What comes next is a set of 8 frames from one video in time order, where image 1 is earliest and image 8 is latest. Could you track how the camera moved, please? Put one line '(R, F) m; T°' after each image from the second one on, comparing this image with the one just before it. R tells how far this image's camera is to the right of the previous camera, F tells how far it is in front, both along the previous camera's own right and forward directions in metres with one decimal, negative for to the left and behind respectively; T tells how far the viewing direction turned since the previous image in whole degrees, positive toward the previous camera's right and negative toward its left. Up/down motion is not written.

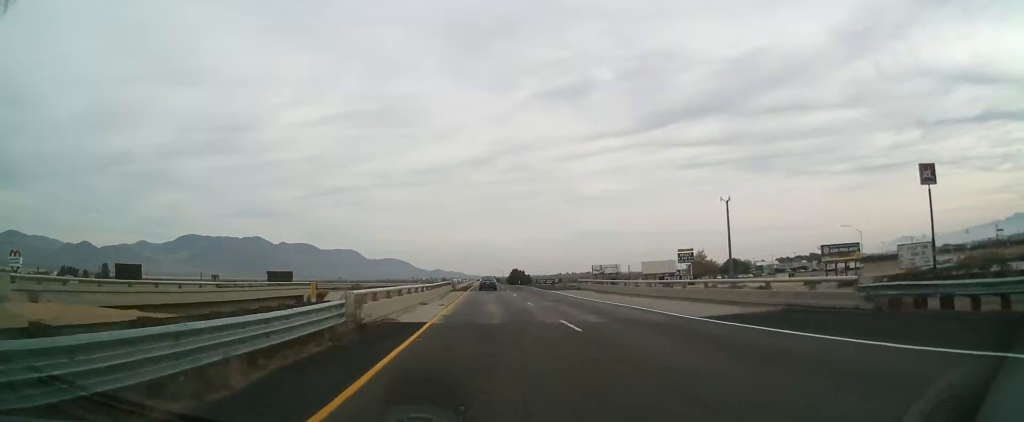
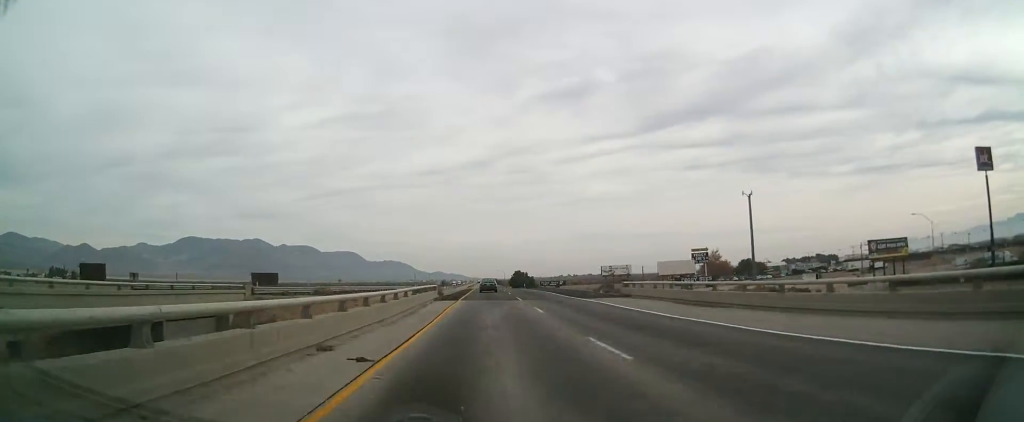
(0.0, +19.3) m; -1°
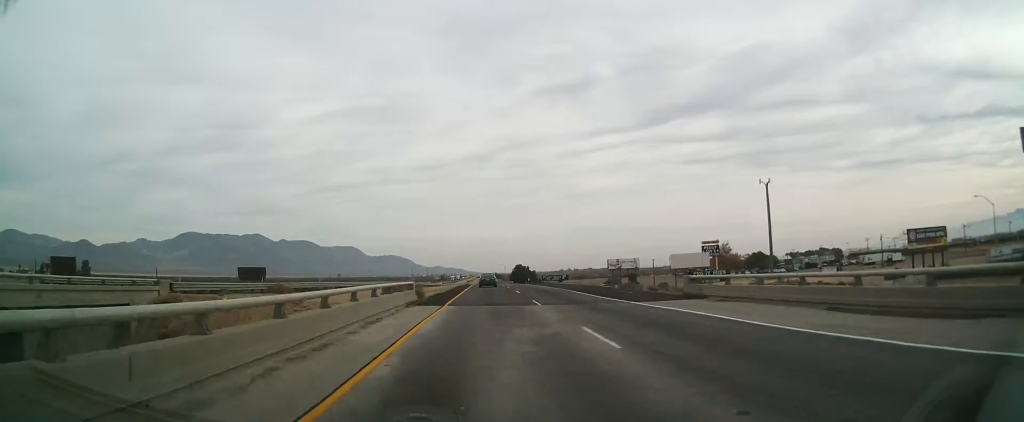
(+0.1, +13.6) m; 0°
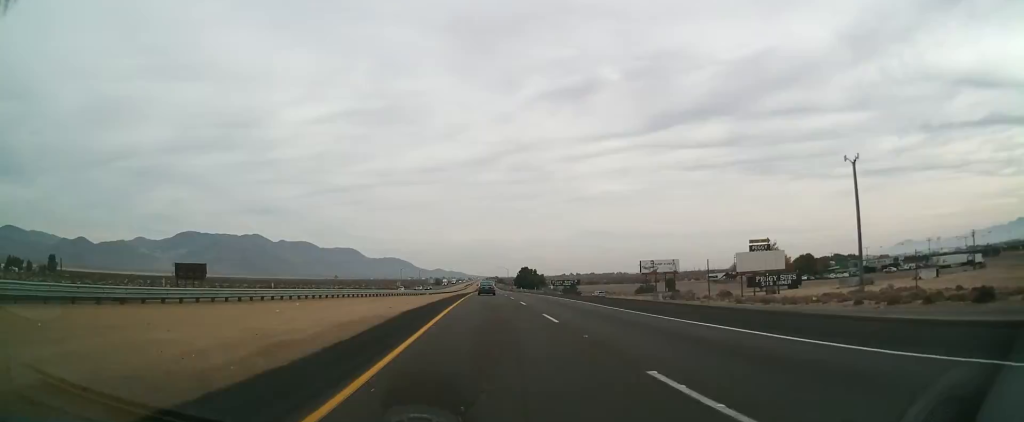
(-0.3, +50.2) m; 0°
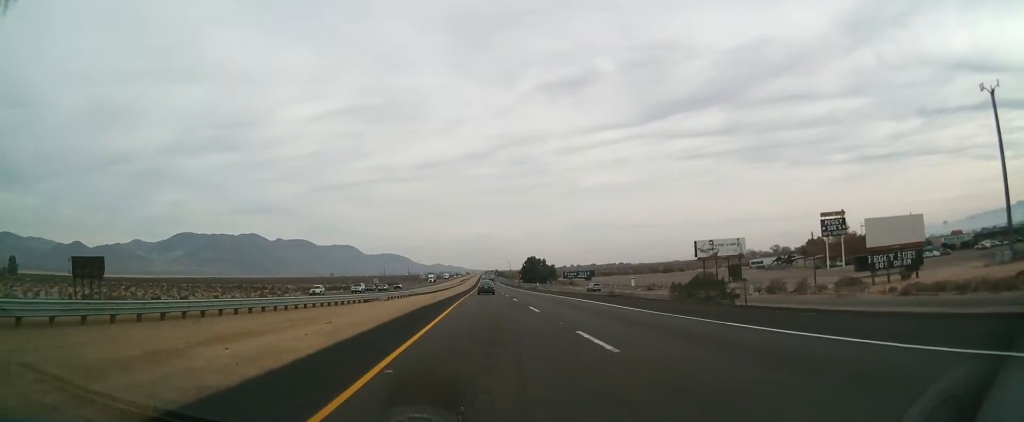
(+0.4, +52.1) m; 0°
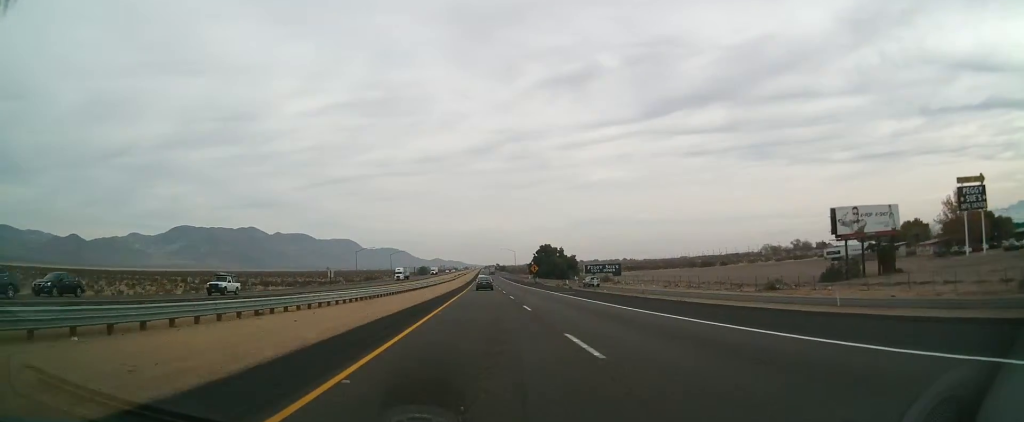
(+0.1, +58.9) m; 0°
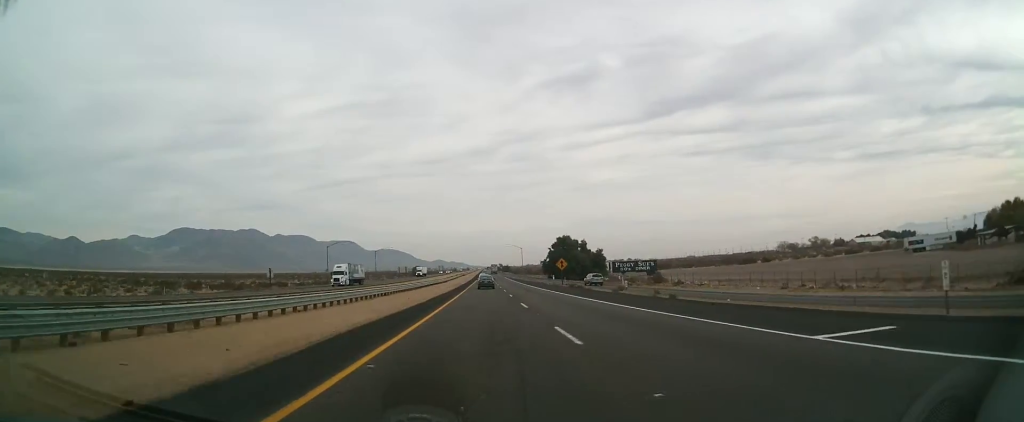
(0.0, +42.1) m; 0°
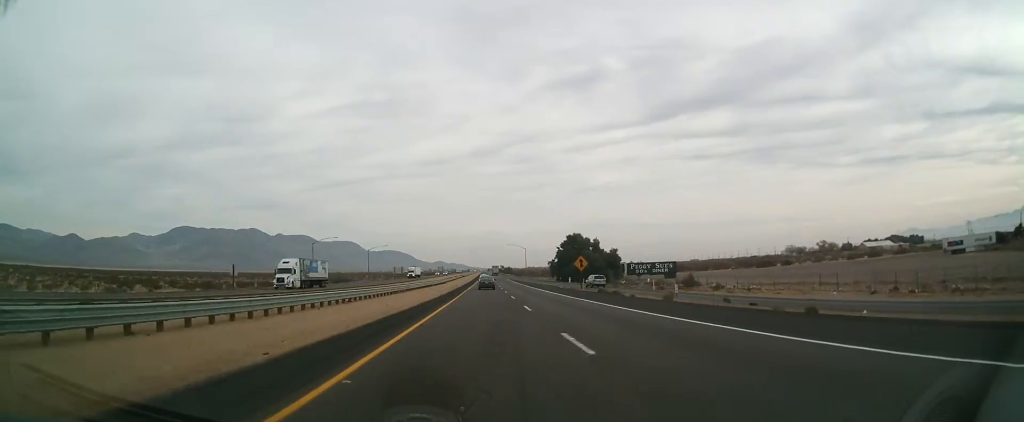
(0.0, +15.9) m; 0°
